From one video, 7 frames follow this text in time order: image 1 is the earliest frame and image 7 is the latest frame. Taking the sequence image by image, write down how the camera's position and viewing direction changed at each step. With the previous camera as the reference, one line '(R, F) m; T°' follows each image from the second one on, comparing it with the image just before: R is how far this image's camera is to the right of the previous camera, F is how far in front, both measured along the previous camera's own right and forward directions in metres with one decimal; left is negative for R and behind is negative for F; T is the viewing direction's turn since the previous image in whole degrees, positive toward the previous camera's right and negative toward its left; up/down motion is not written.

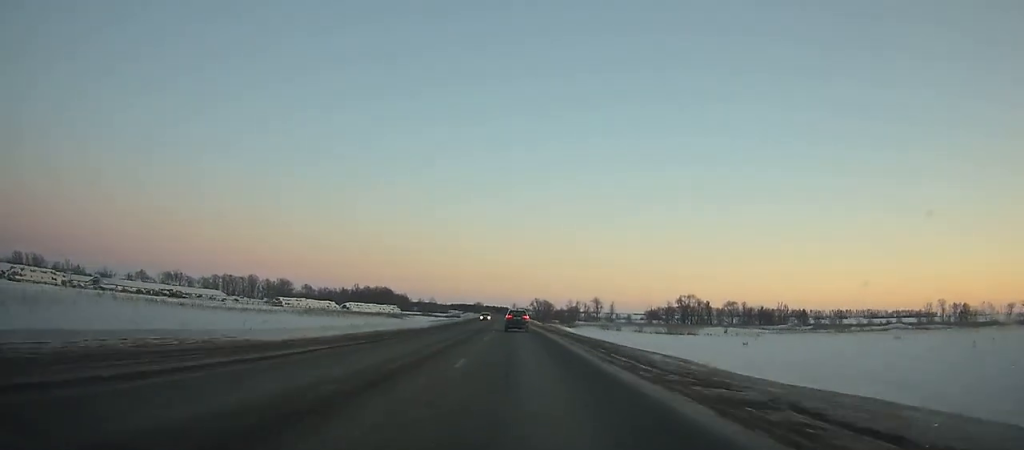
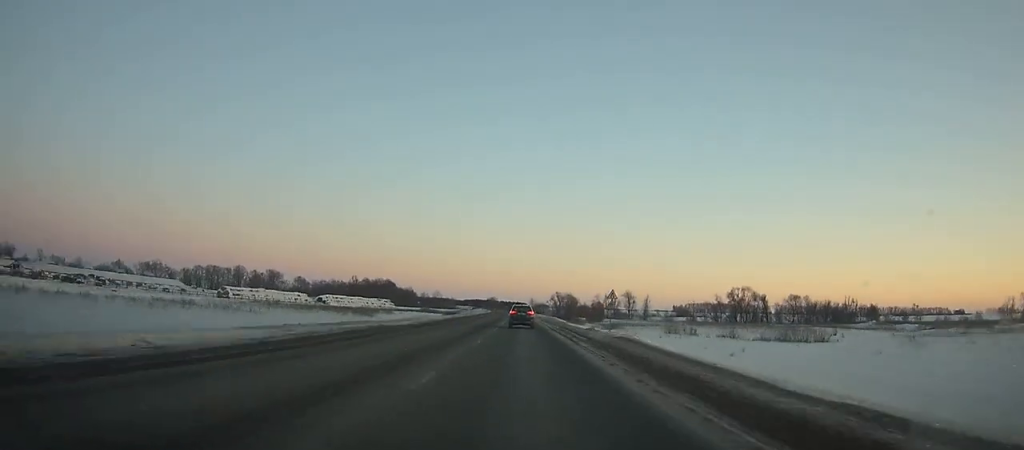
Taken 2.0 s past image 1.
(-1.0, +51.6) m; -1°
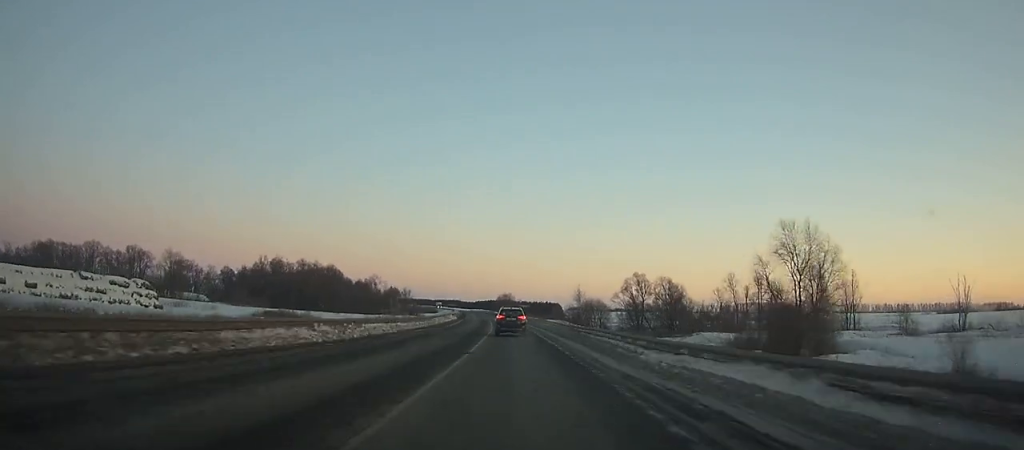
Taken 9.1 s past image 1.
(-4.9, +177.8) m; -4°
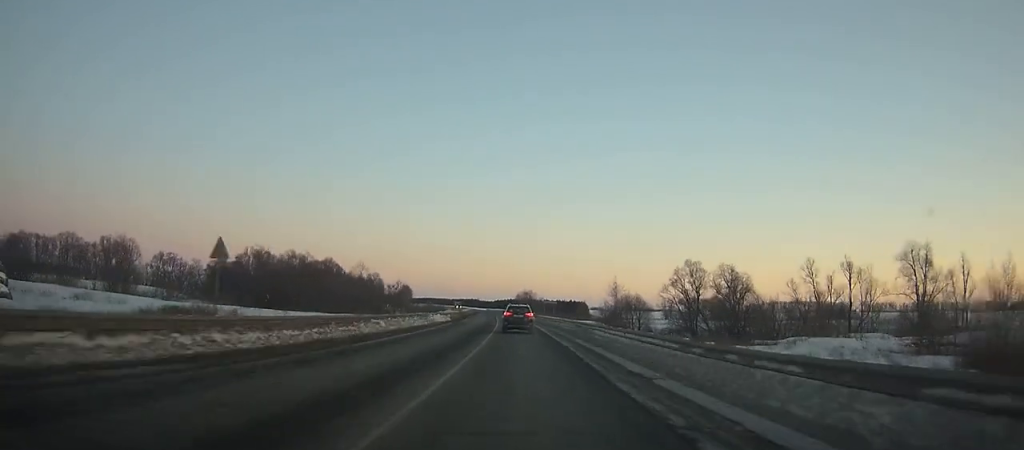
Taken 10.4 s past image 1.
(-0.5, +31.5) m; -1°
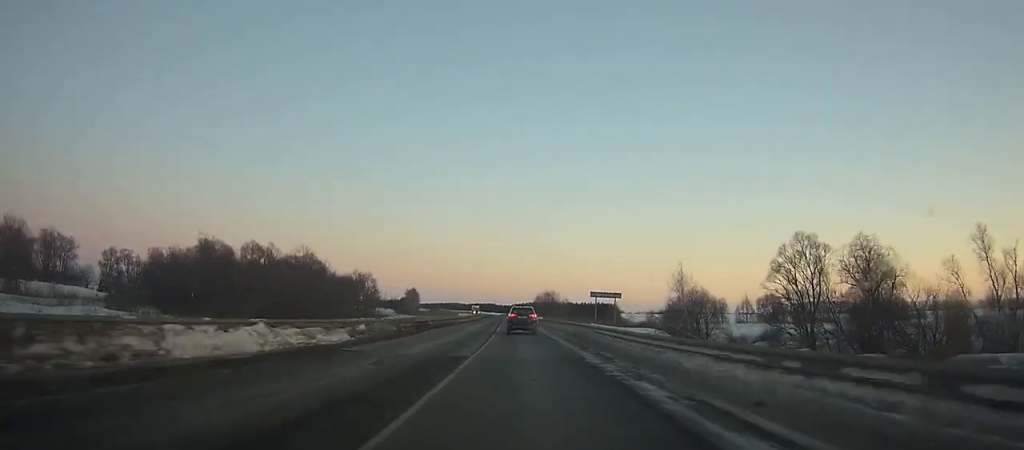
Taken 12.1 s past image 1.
(-0.6, +40.9) m; -2°
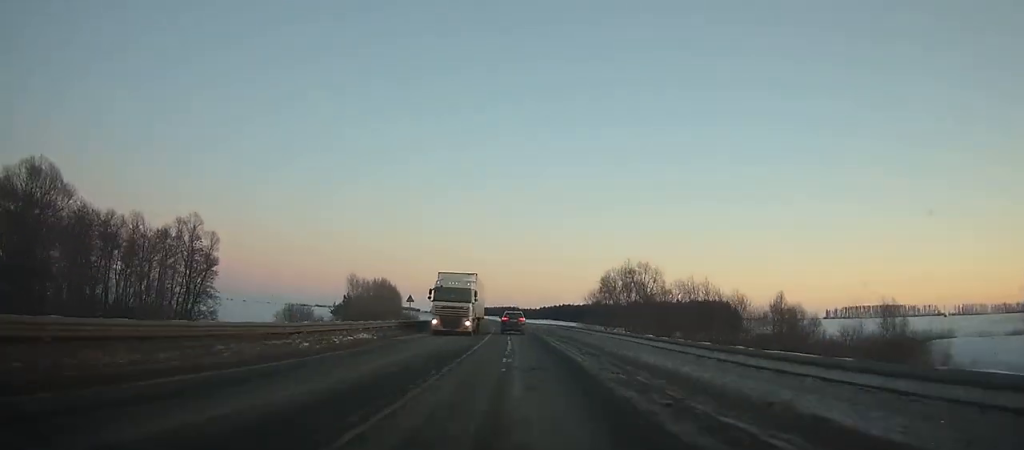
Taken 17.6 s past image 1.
(-4.5, +131.1) m; -4°
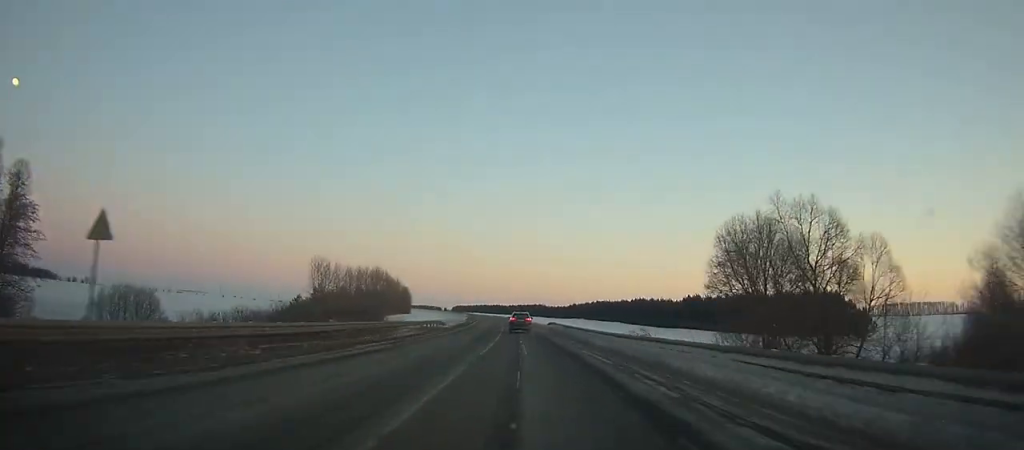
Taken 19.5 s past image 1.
(-0.5, +45.6) m; -1°
